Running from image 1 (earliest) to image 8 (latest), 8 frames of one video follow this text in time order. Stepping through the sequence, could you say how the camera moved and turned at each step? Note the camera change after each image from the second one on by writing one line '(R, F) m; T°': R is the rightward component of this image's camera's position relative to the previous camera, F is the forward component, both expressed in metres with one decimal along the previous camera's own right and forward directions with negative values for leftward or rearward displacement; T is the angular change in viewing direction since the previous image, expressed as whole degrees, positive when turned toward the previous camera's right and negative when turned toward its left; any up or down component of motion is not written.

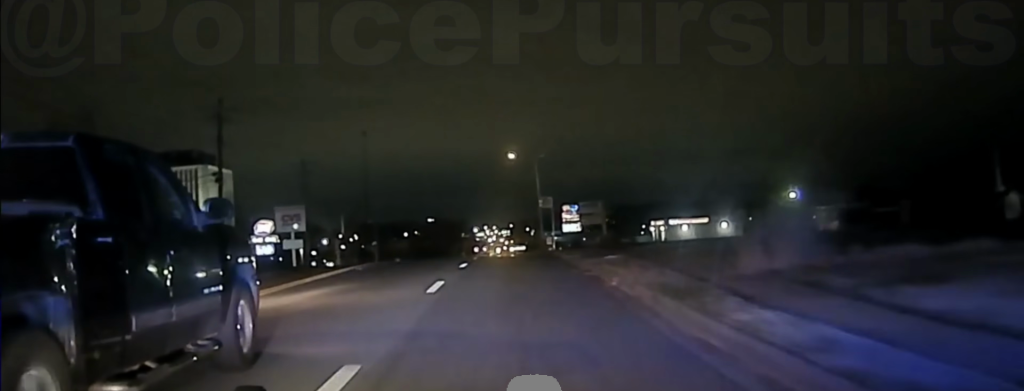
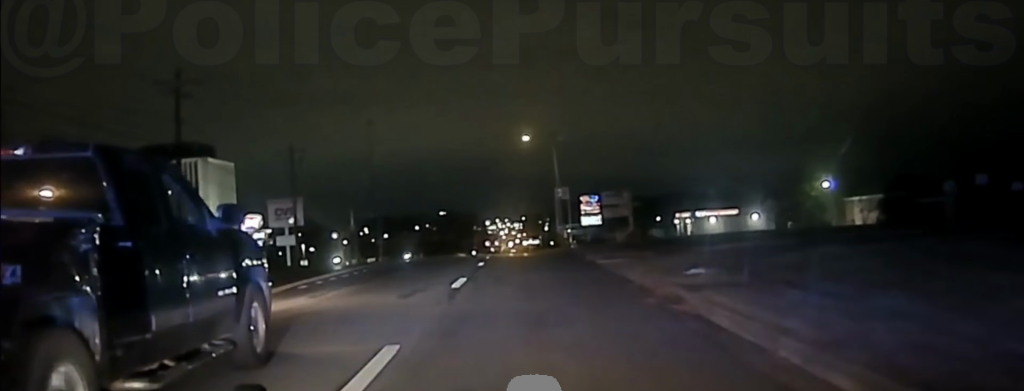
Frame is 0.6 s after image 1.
(+0.2, +10.8) m; 0°
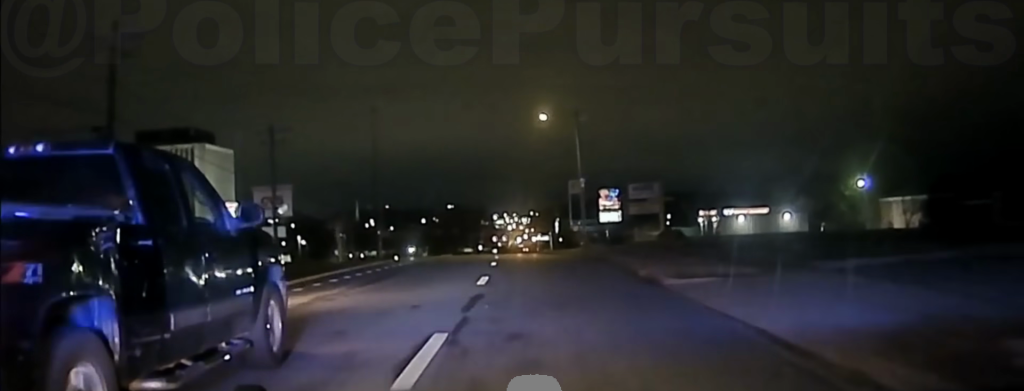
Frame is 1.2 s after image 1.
(+0.1, +10.8) m; 0°
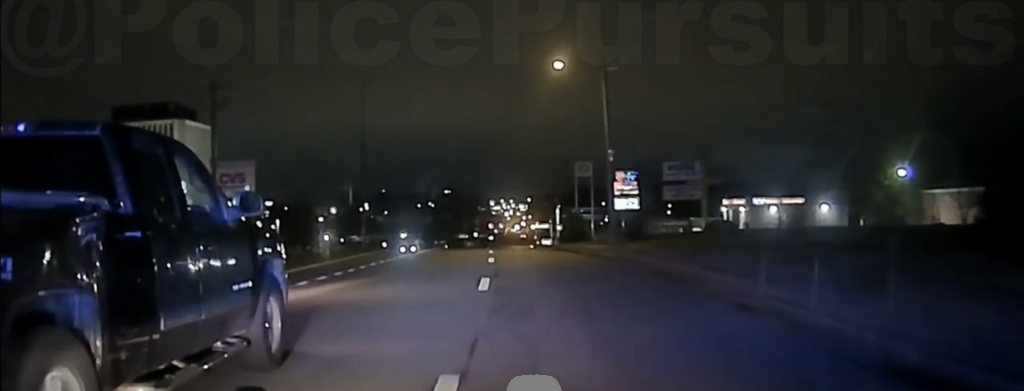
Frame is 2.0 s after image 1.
(-0.3, +14.0) m; -1°
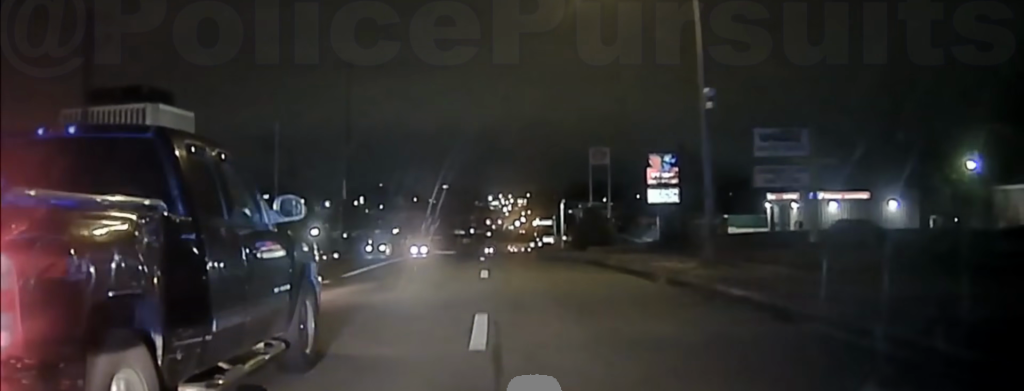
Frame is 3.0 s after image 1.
(0.0, +20.1) m; 0°
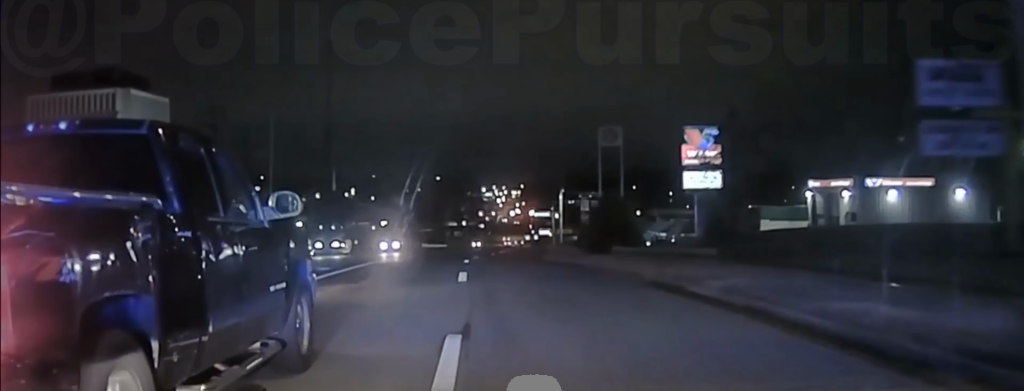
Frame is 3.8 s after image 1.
(+0.1, +15.7) m; +1°
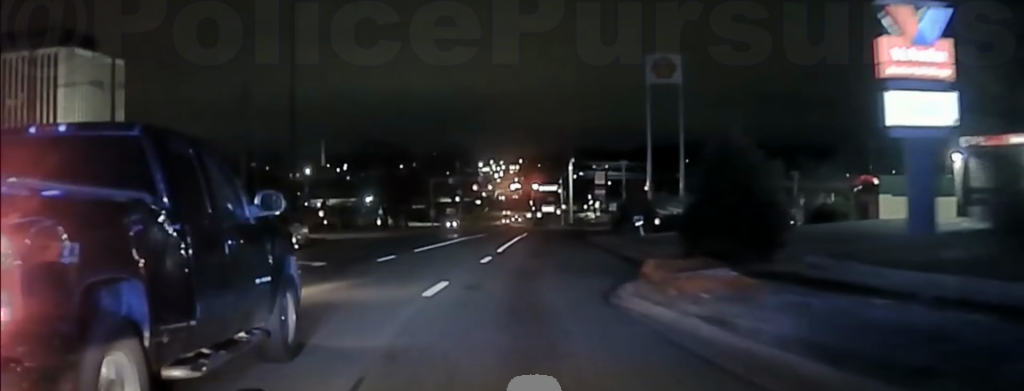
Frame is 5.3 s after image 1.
(+0.3, +31.3) m; 0°
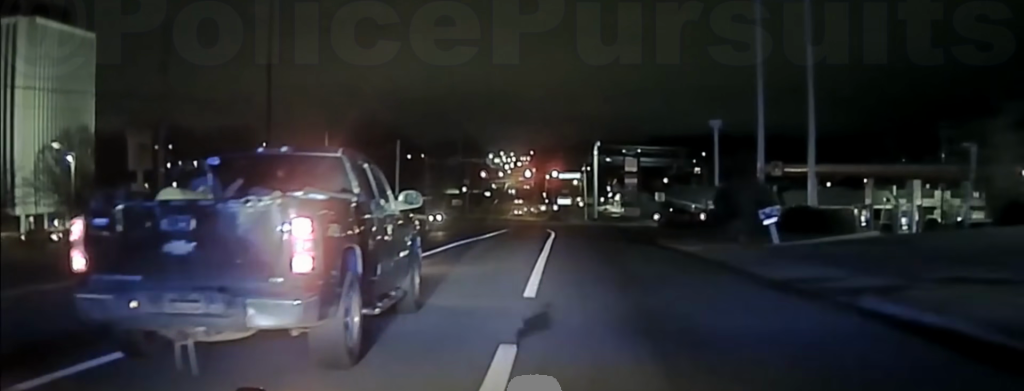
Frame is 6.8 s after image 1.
(-0.2, +22.9) m; 0°
